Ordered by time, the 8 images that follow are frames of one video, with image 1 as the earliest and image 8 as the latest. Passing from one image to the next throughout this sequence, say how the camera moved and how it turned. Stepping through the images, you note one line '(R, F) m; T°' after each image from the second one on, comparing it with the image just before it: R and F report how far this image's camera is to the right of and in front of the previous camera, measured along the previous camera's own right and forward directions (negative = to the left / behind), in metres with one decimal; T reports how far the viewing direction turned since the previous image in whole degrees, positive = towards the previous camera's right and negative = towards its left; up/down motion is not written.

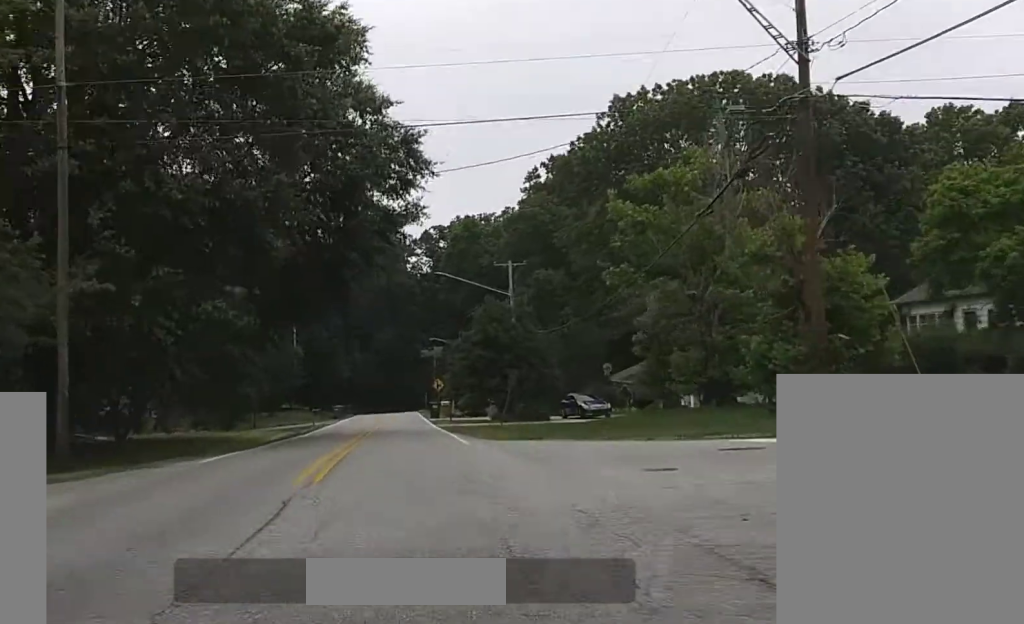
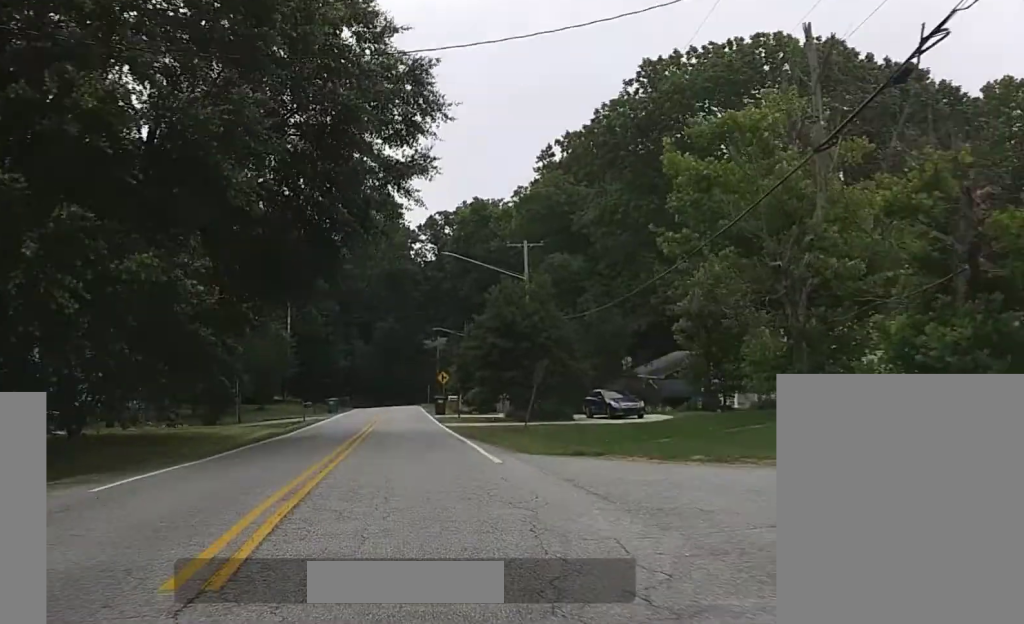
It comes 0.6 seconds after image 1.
(0.0, +8.0) m; 0°
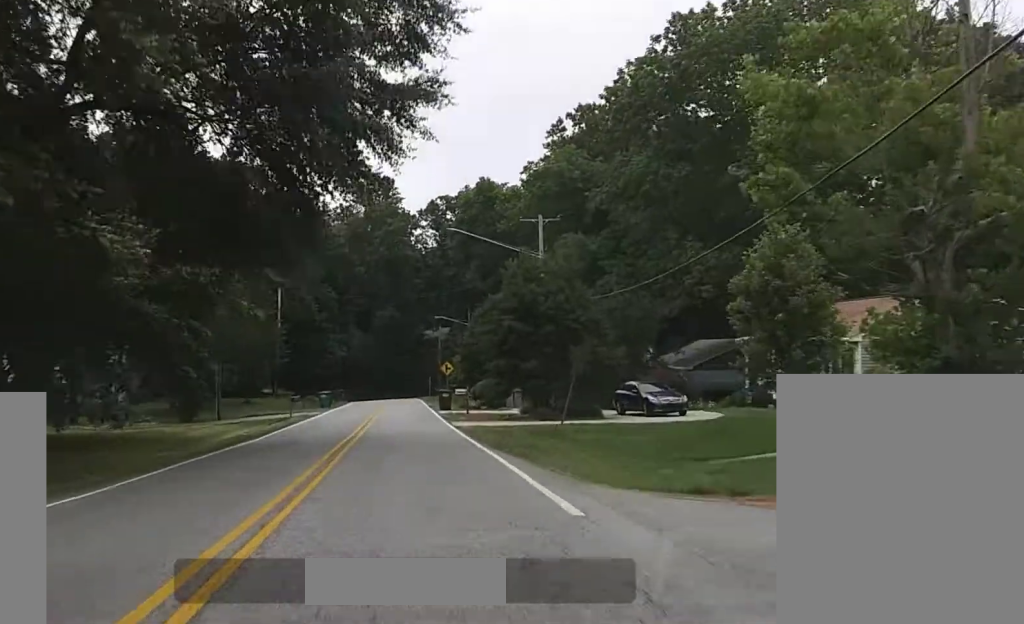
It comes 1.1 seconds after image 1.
(0.0, +7.9) m; 0°
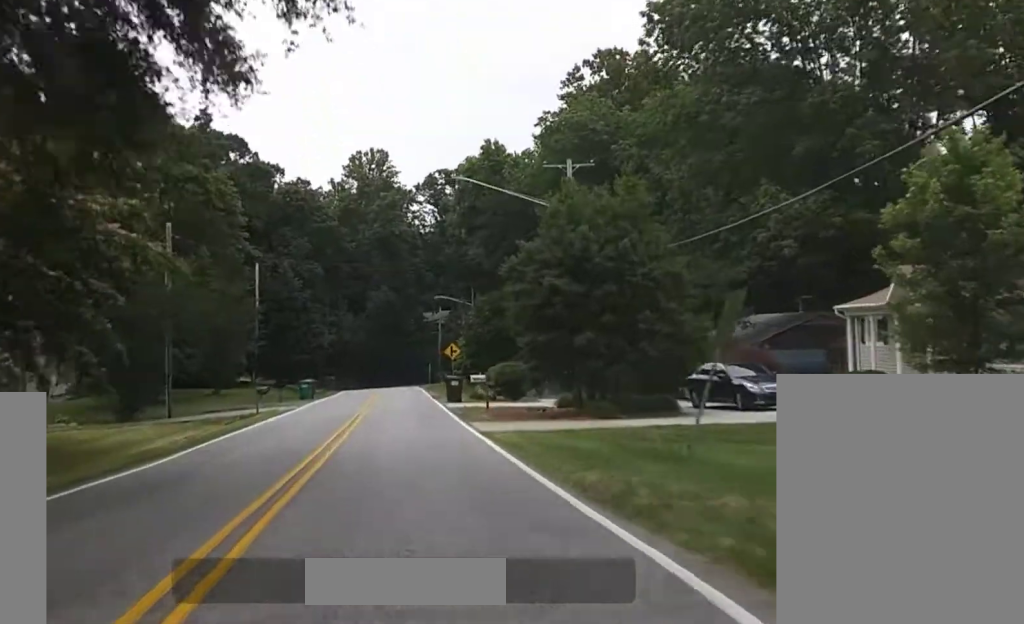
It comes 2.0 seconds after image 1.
(0.0, +12.5) m; 0°
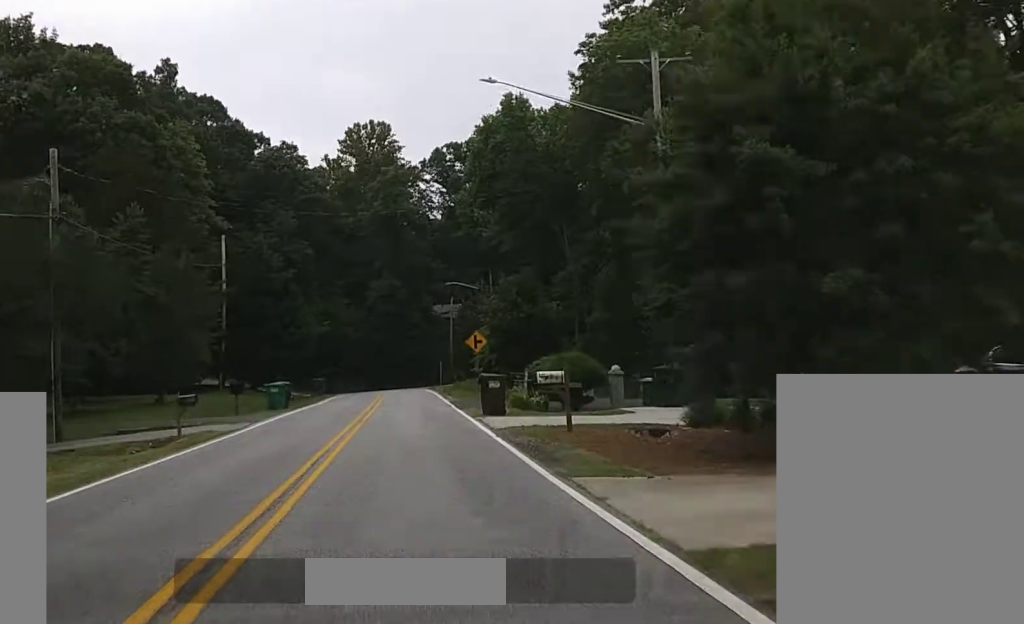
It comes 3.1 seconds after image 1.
(0.0, +16.3) m; 0°
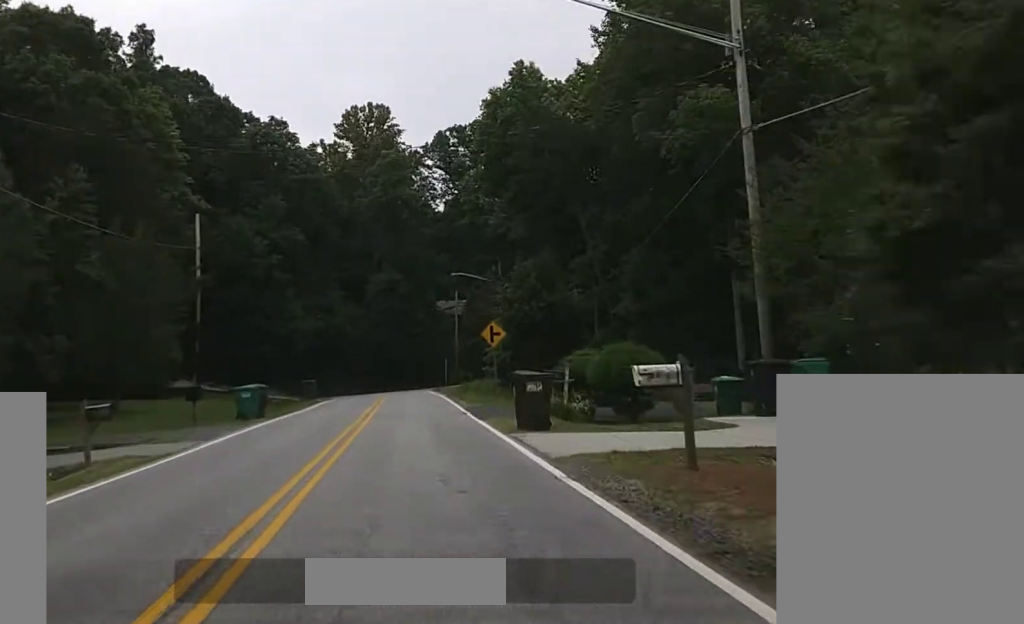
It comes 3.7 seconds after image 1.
(0.0, +8.4) m; 0°
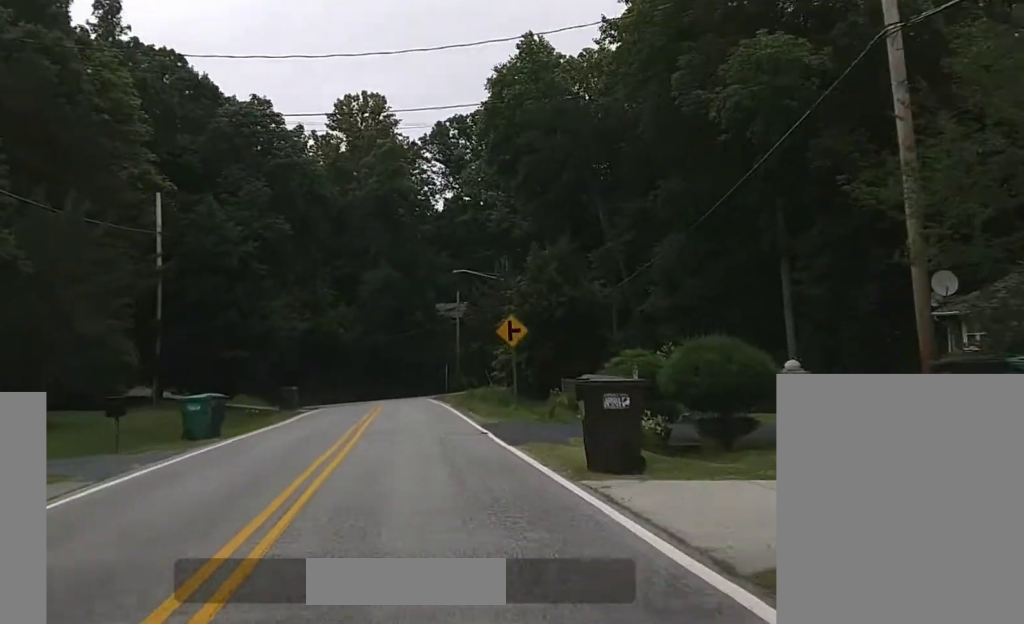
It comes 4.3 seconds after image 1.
(0.0, +7.7) m; 0°
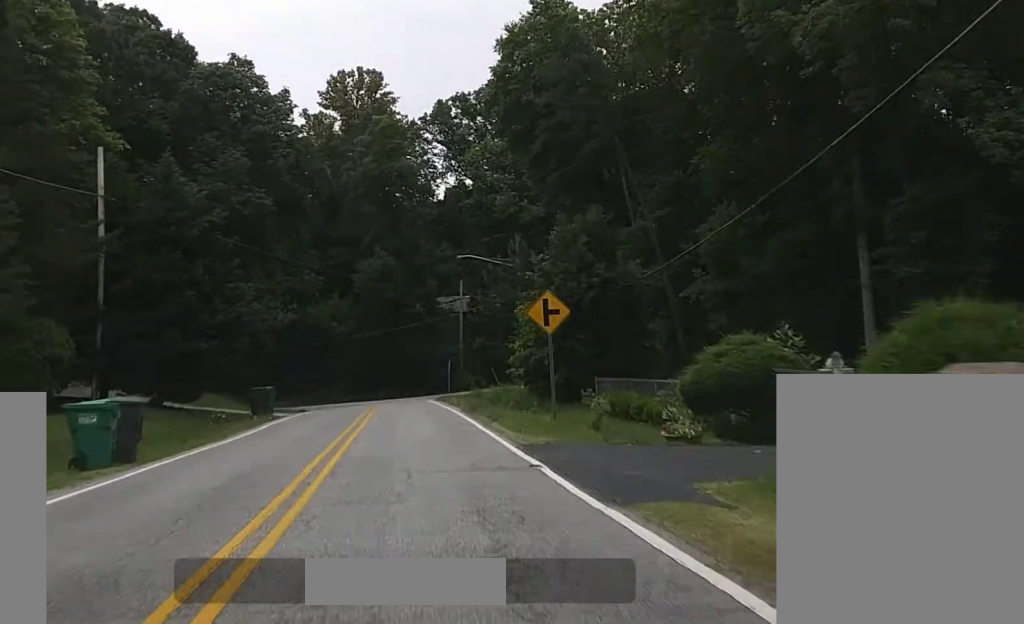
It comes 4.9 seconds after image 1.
(0.0, +8.2) m; 0°
